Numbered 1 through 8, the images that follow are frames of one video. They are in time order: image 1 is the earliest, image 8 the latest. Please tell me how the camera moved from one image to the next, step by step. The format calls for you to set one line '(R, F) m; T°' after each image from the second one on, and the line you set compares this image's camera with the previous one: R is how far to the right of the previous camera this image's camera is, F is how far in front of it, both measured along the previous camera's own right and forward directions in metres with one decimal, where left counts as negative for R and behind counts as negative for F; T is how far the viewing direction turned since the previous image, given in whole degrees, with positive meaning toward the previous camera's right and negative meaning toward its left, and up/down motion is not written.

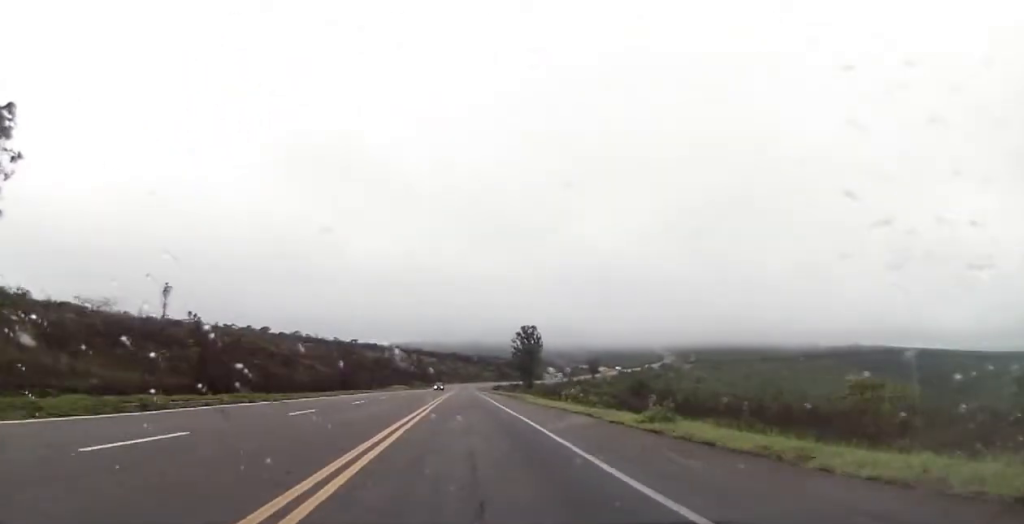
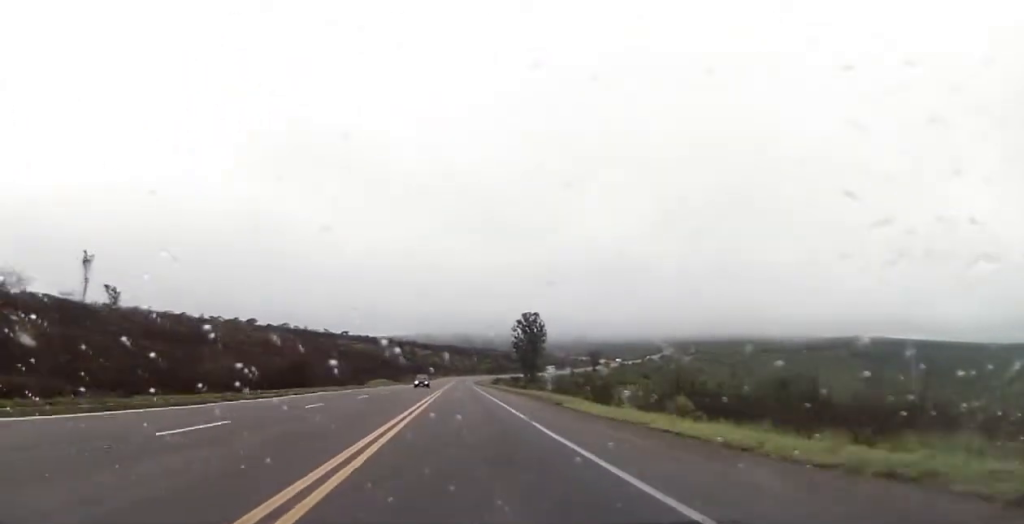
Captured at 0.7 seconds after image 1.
(0.0, +19.7) m; 0°
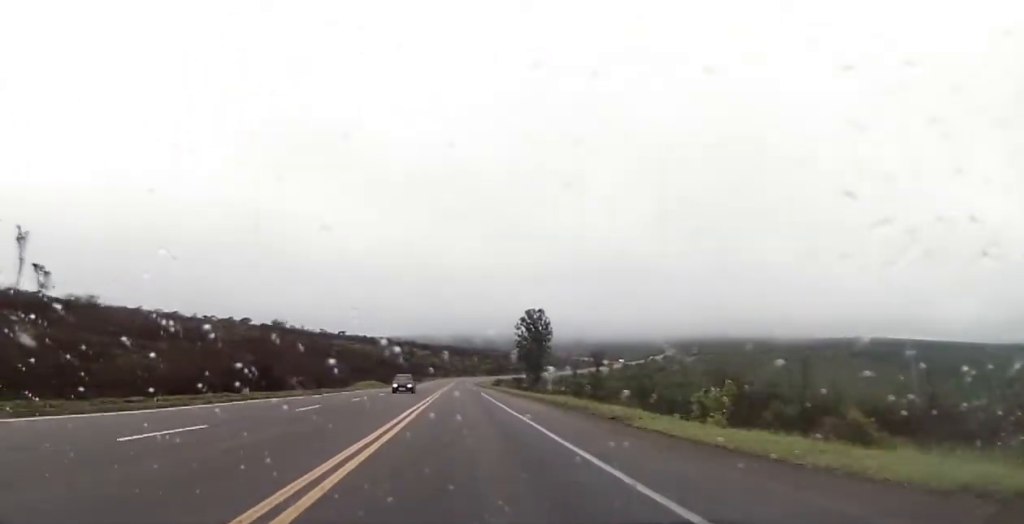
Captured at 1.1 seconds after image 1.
(+0.2, +13.0) m; 0°
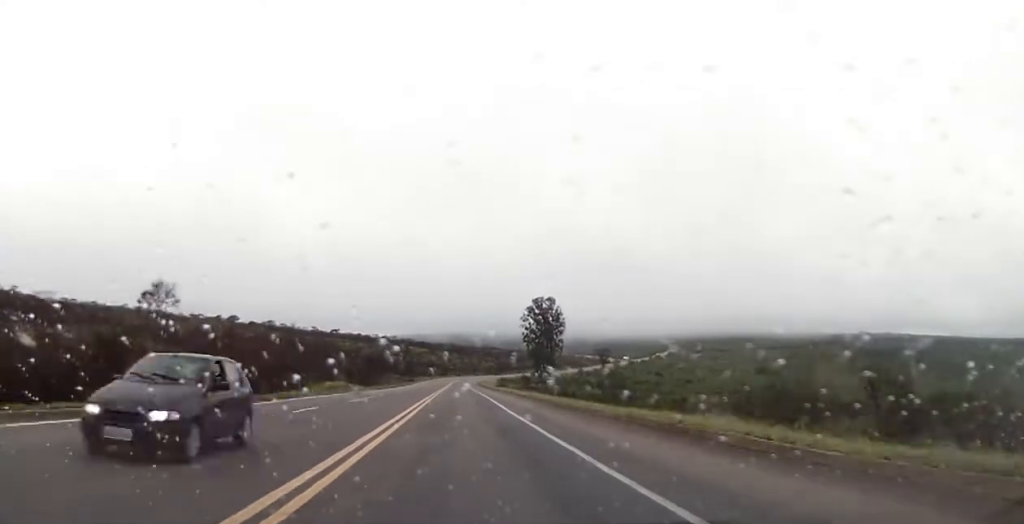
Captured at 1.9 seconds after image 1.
(0.0, +23.2) m; 0°
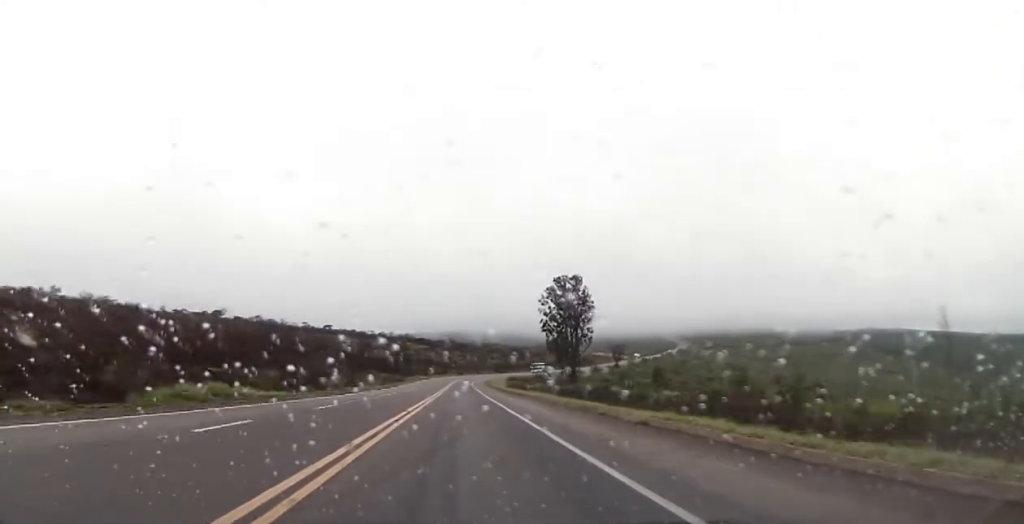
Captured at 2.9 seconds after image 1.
(-0.3, +31.6) m; 0°
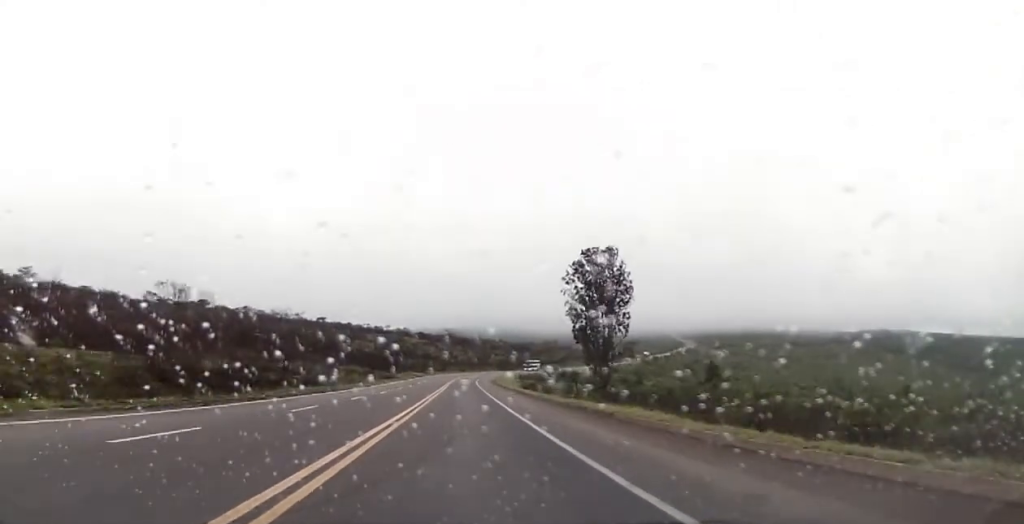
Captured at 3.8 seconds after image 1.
(0.0, +26.8) m; 0°
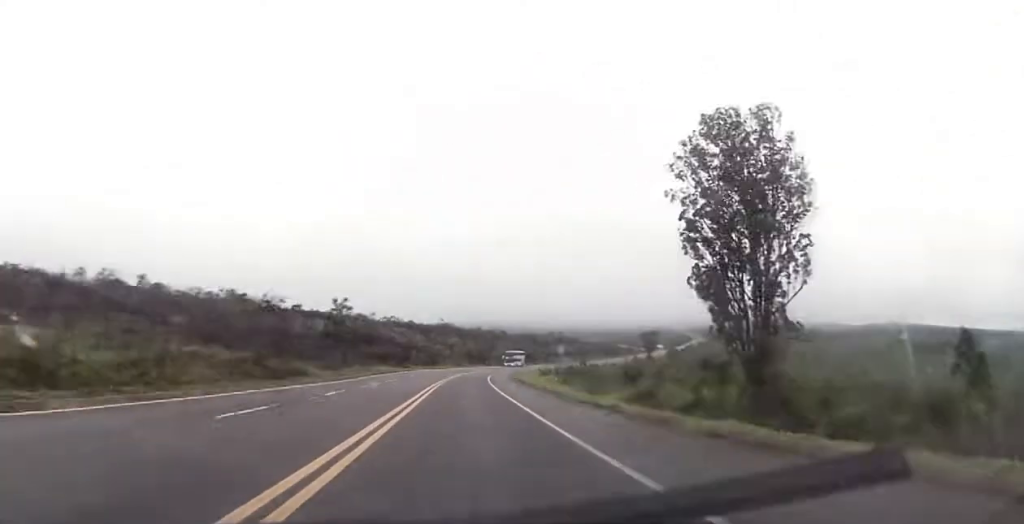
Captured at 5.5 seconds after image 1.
(+0.5, +54.2) m; 0°
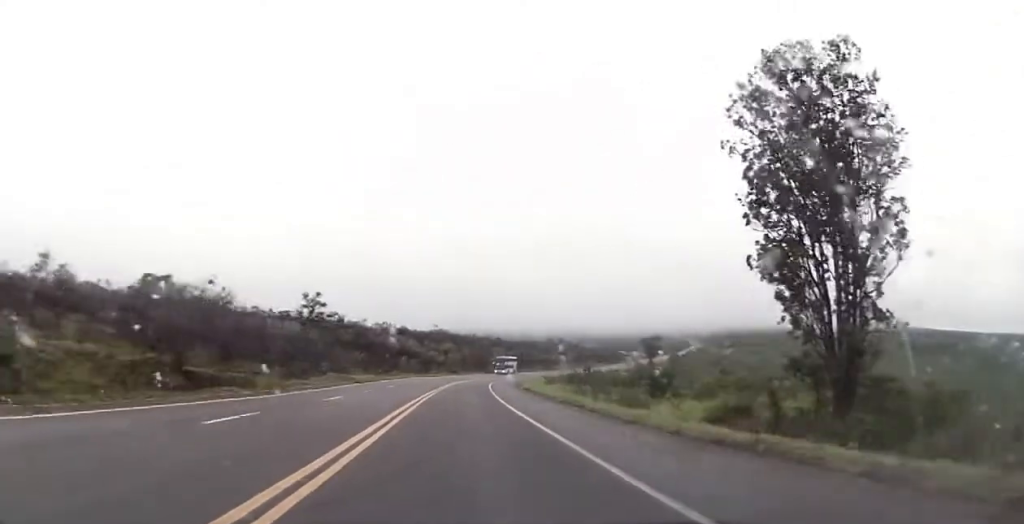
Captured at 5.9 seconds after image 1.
(-0.1, +12.4) m; 0°
